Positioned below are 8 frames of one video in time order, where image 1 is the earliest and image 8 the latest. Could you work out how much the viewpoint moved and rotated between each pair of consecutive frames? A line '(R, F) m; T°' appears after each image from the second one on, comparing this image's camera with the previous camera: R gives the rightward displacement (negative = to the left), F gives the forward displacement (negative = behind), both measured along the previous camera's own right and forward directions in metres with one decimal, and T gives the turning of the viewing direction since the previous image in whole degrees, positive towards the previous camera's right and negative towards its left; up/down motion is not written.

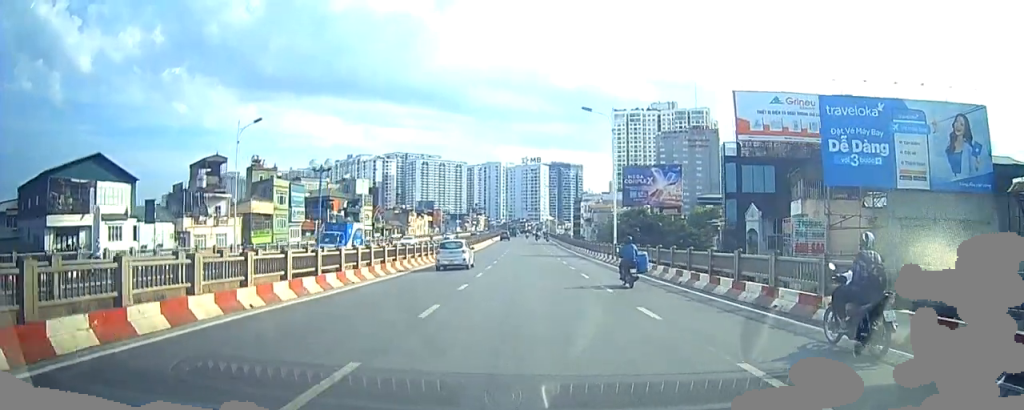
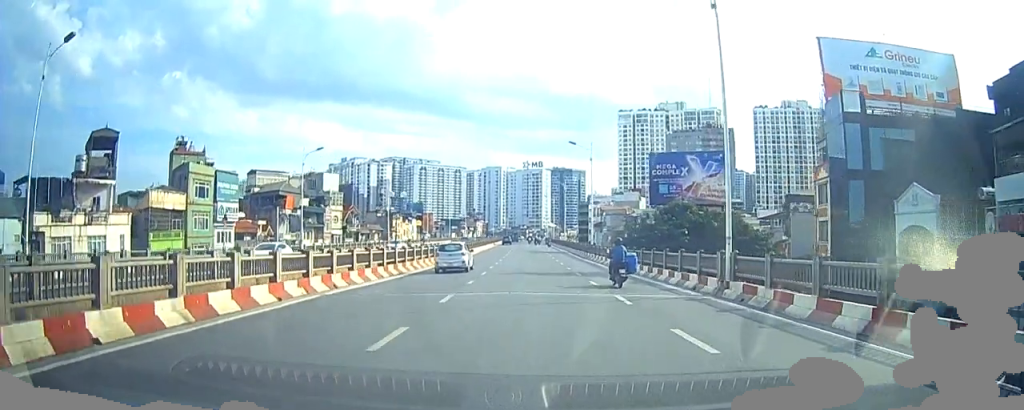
(0.0, +20.0) m; 0°
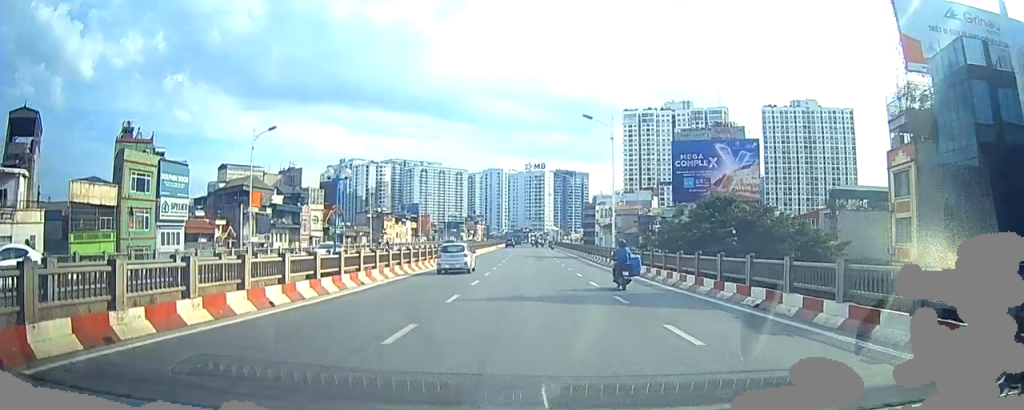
(0.0, +10.7) m; 0°
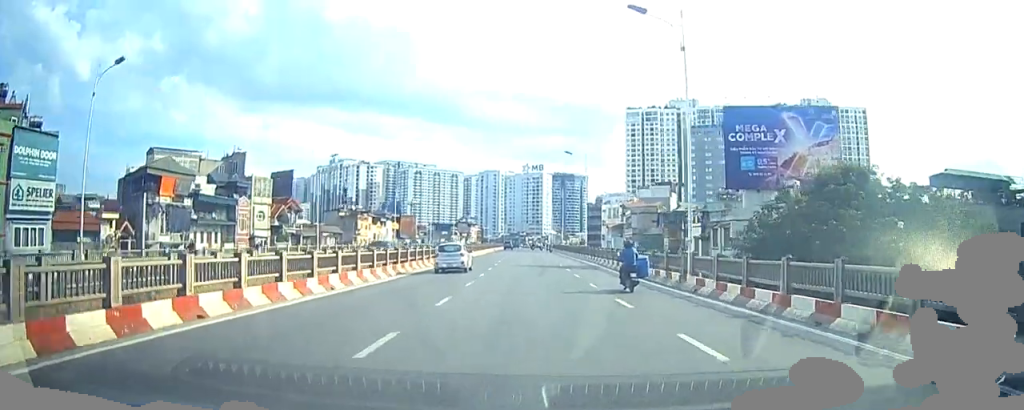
(0.0, +17.4) m; 0°
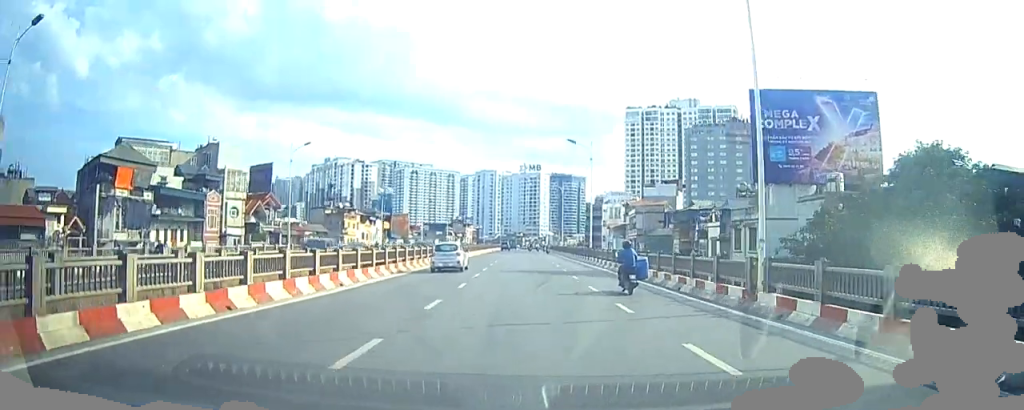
(0.0, +6.1) m; 0°
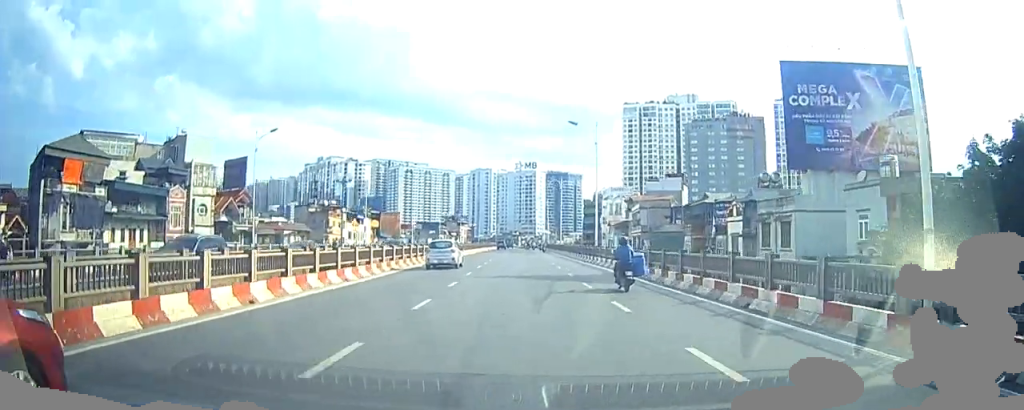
(0.0, +6.1) m; 0°
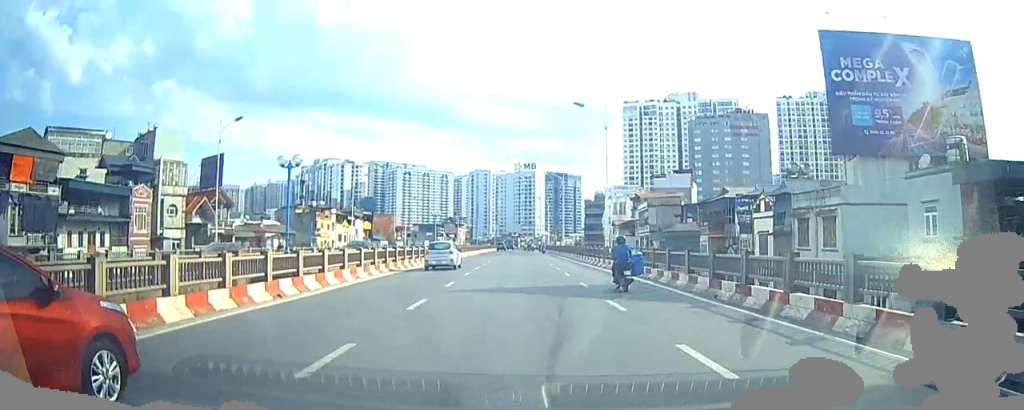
(-0.1, +6.3) m; 0°
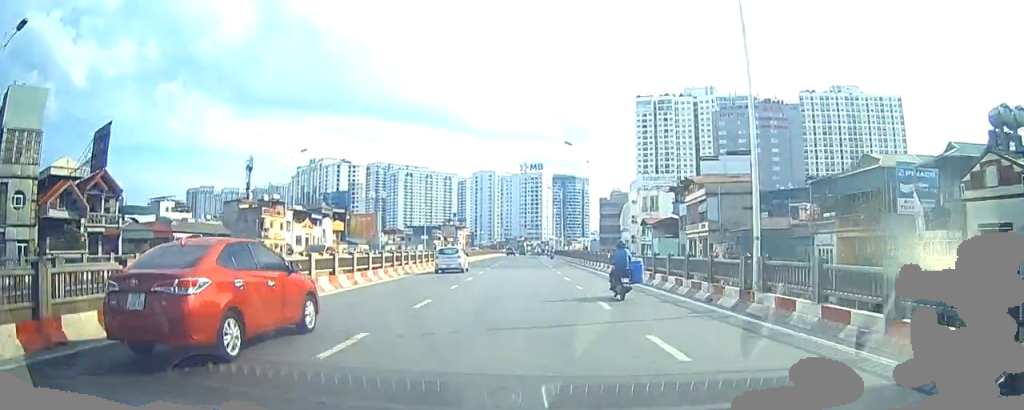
(-0.2, +24.3) m; 0°
